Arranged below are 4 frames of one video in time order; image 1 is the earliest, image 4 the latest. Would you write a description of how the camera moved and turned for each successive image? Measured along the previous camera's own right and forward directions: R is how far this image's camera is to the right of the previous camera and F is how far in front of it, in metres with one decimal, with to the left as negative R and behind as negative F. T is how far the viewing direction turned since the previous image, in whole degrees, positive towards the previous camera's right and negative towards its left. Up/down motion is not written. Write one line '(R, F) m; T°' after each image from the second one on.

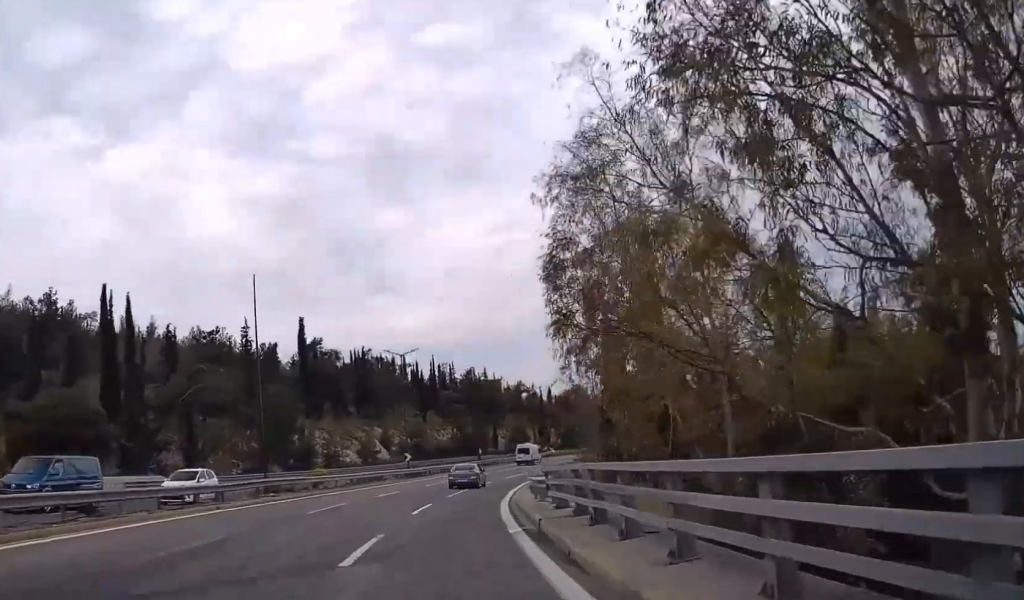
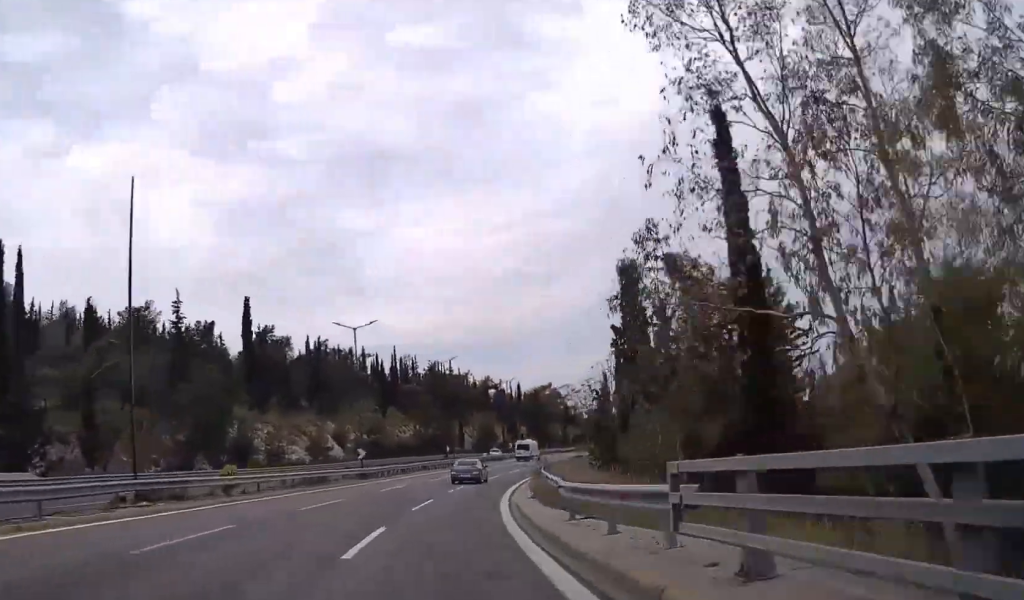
(+0.1, +11.6) m; +3°
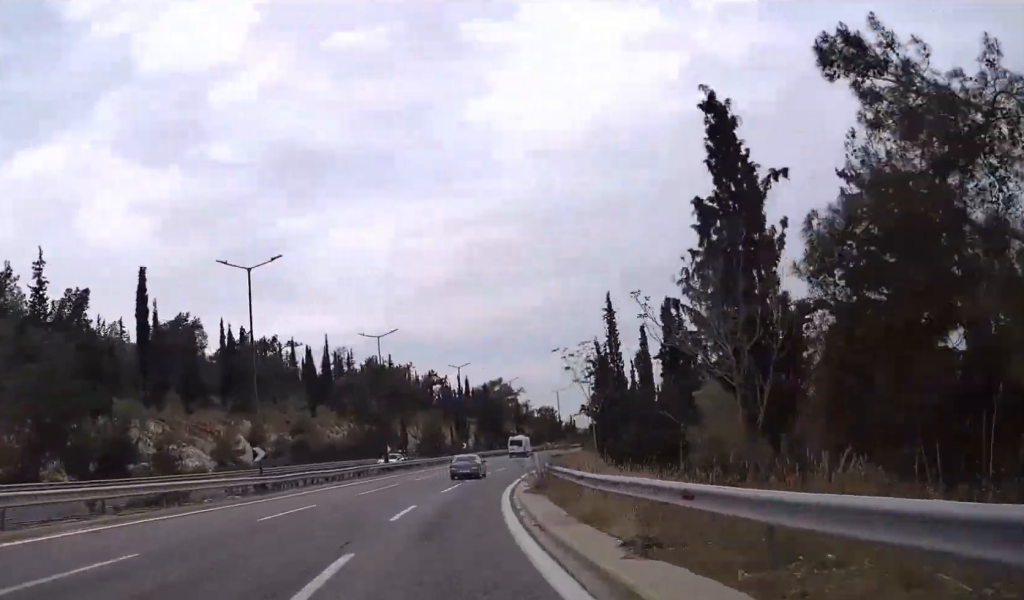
(+0.9, +16.9) m; +4°
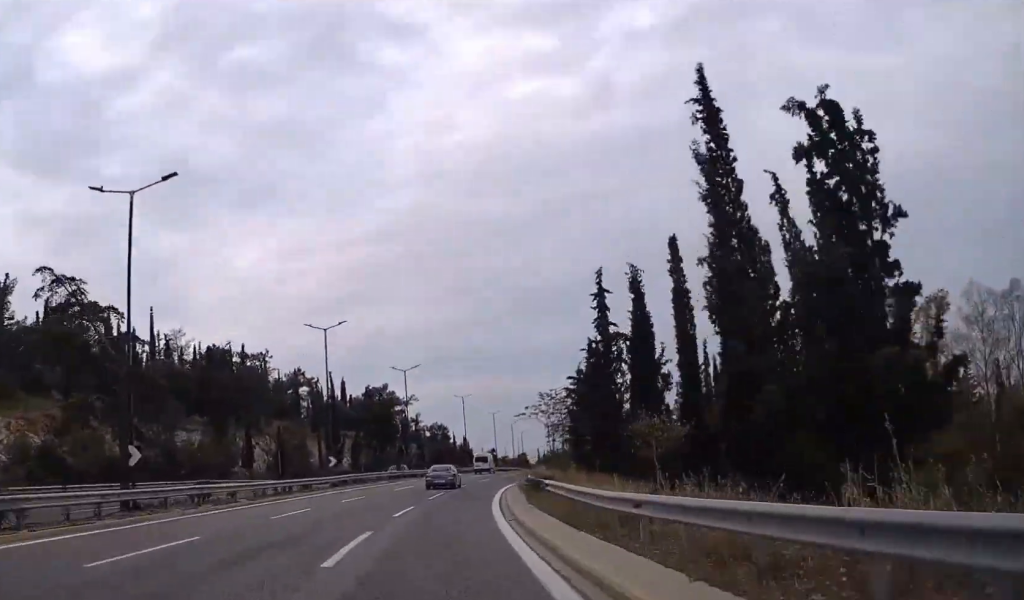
(+2.1, +34.1) m; +8°
